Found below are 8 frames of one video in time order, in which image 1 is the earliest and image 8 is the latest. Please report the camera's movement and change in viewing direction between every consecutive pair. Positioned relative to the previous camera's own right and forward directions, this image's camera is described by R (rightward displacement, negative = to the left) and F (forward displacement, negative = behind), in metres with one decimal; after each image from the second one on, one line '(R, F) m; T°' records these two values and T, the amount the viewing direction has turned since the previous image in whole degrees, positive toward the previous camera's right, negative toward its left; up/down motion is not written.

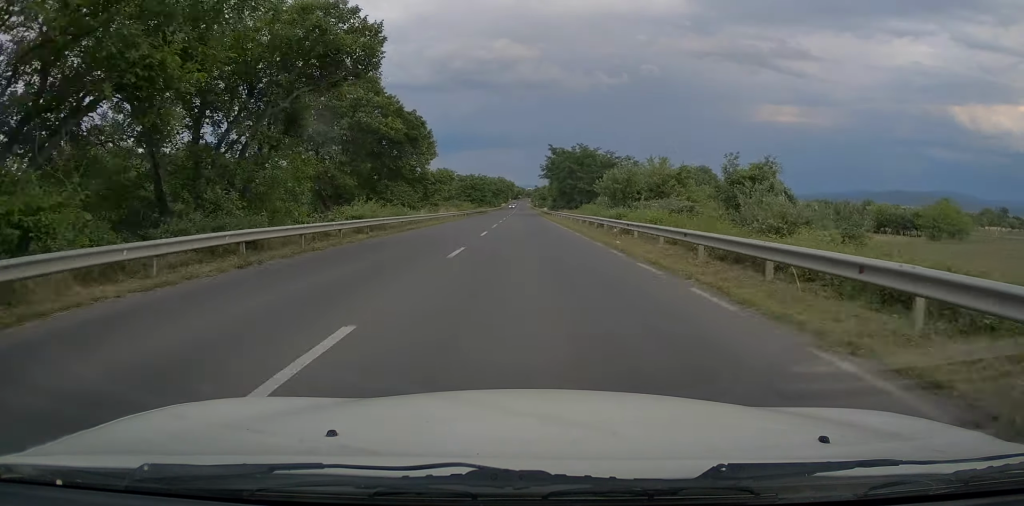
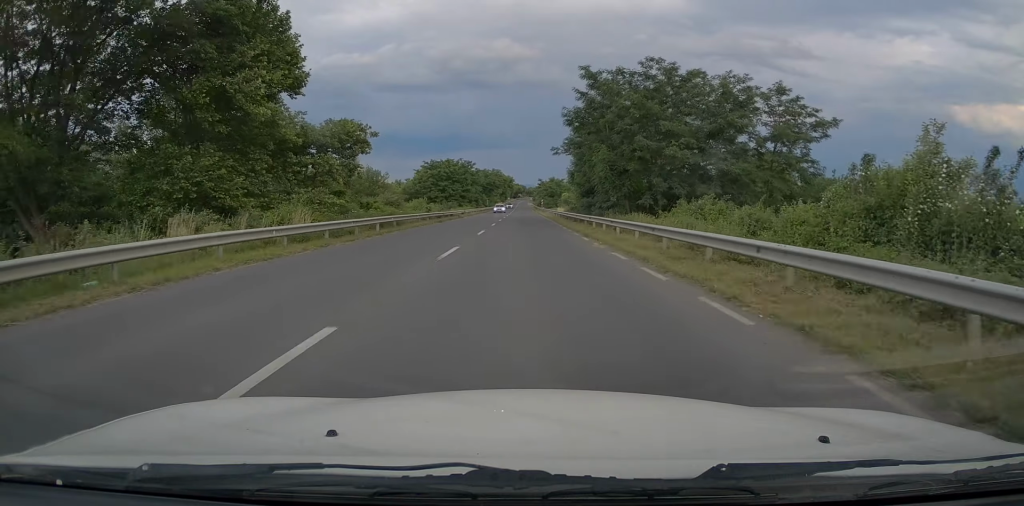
(-0.1, +45.0) m; 0°
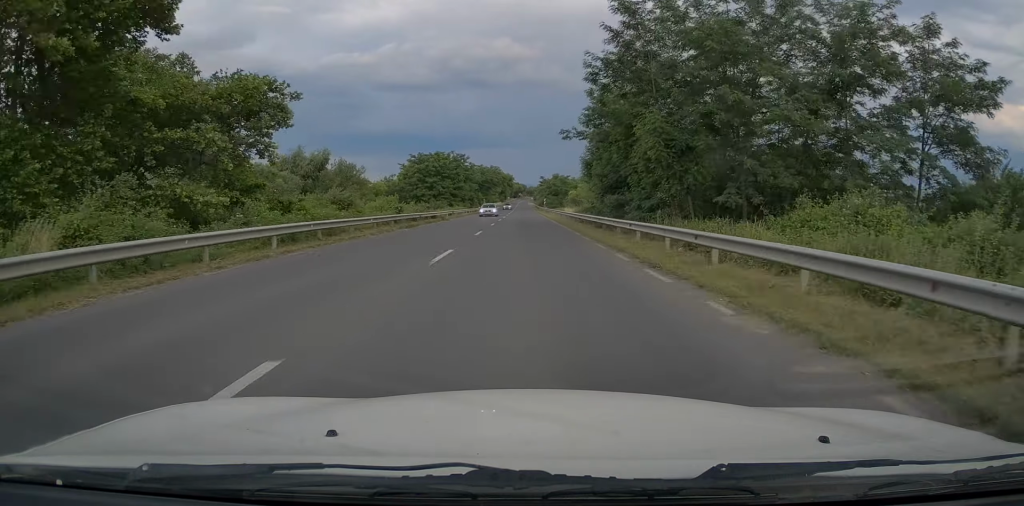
(0.0, +12.5) m; 0°
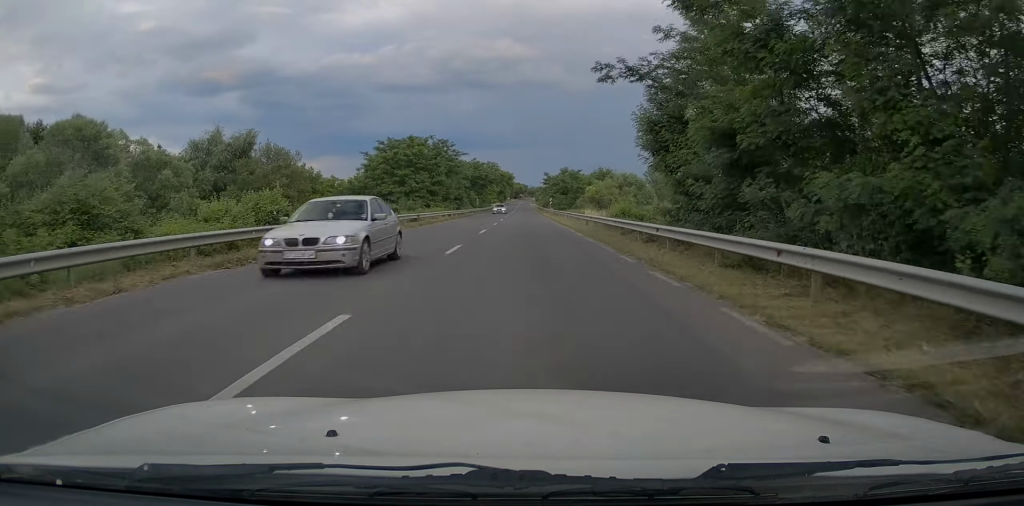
(0.0, +20.5) m; 0°
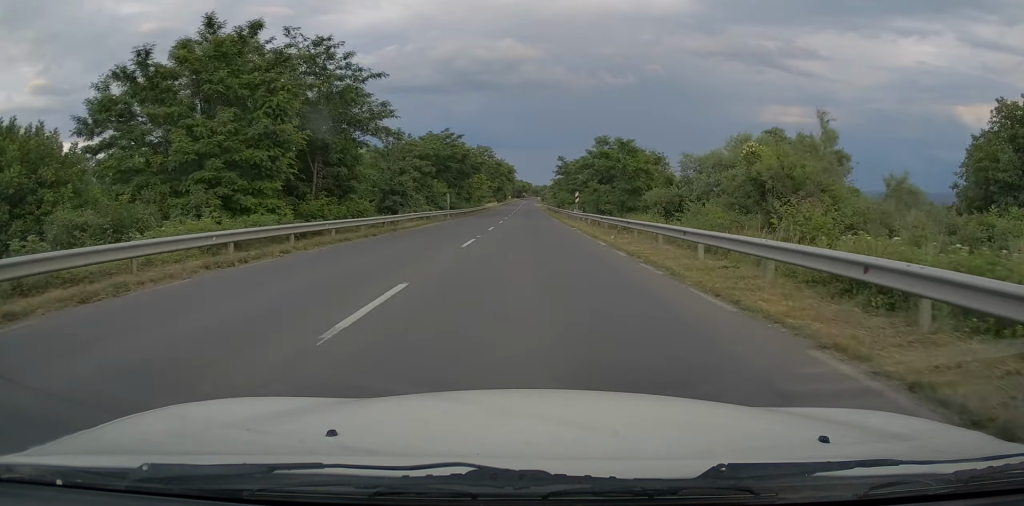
(-0.1, +42.3) m; 0°
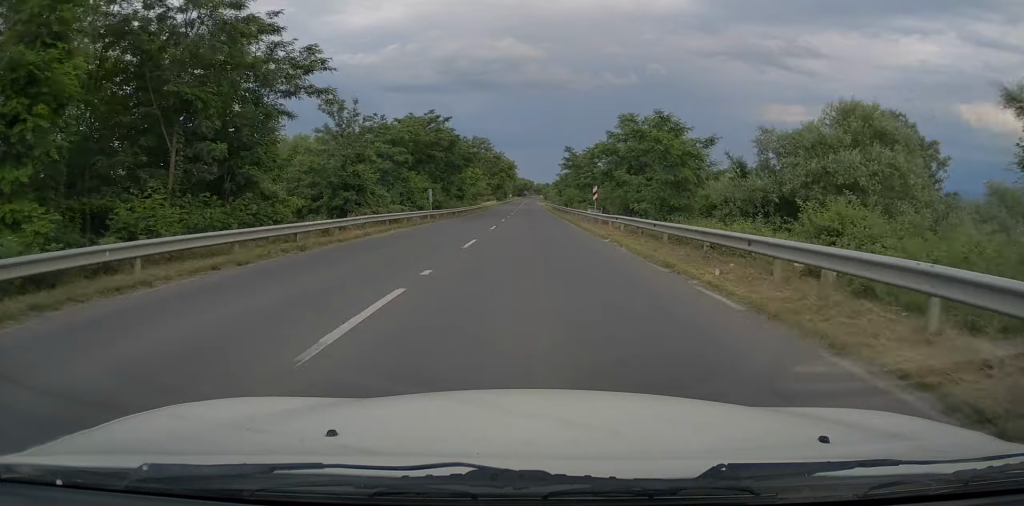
(0.0, +12.0) m; 0°
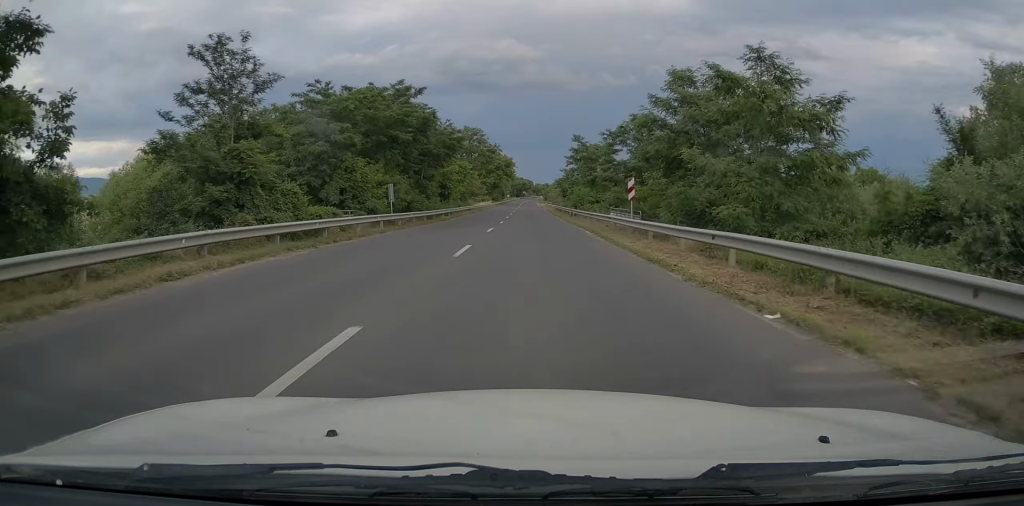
(0.0, +13.6) m; 0°
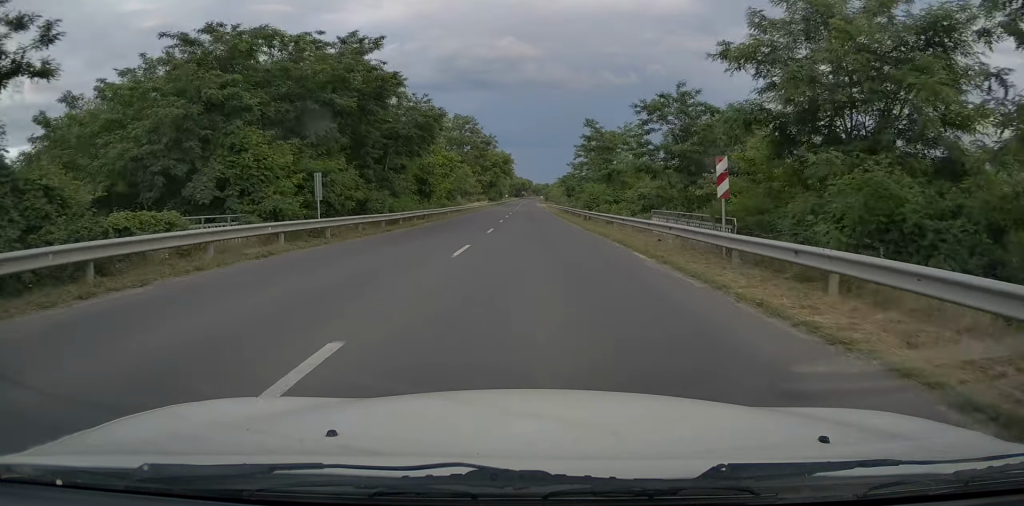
(0.0, +11.9) m; 0°
